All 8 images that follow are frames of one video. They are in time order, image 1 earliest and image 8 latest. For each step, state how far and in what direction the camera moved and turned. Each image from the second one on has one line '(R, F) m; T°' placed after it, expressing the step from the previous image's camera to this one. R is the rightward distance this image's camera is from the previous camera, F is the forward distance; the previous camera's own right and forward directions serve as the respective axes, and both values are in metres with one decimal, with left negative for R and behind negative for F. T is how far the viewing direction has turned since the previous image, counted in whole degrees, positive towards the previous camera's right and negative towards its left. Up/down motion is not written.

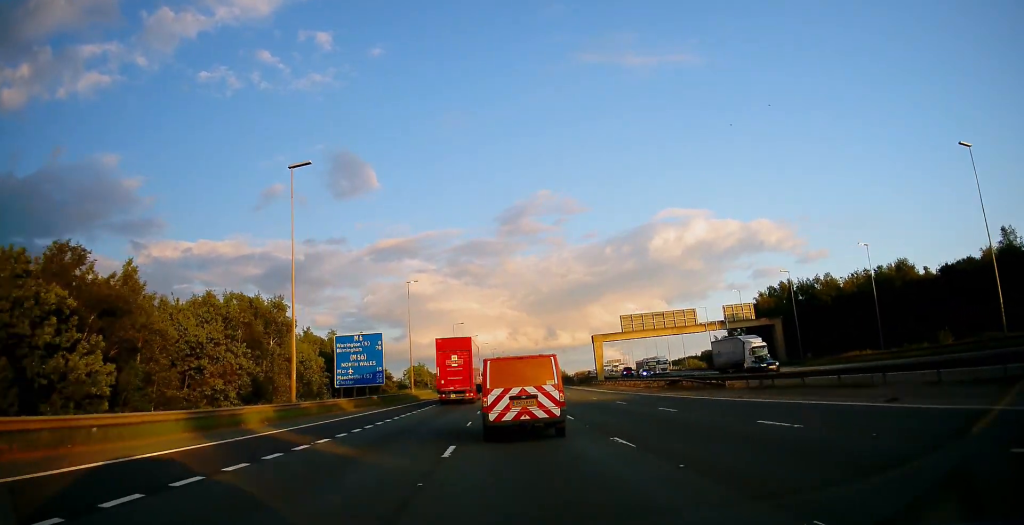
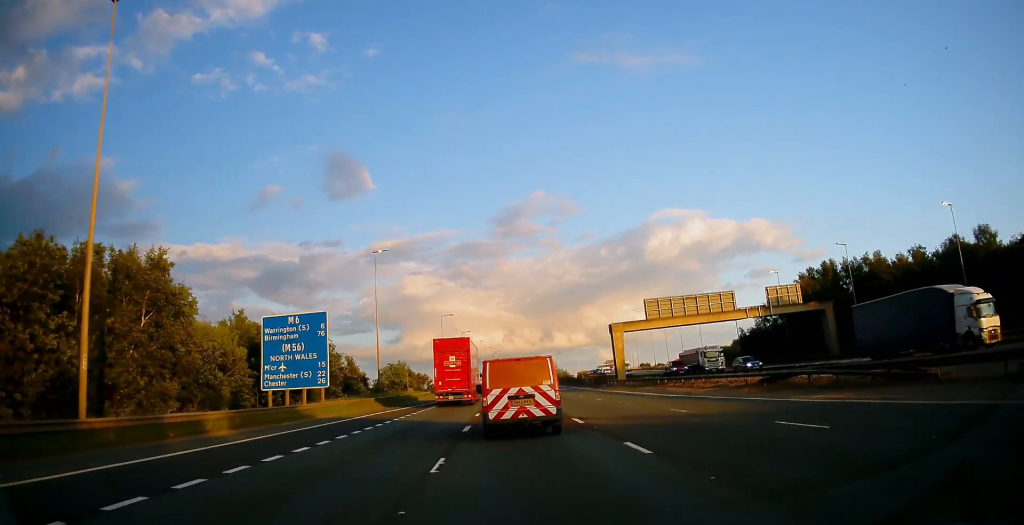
(+0.3, +19.2) m; +1°
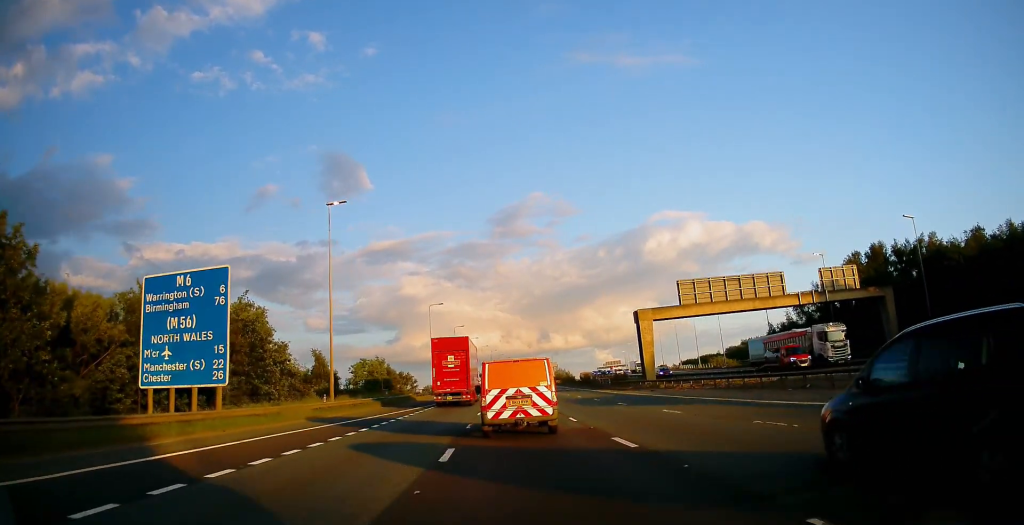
(+0.1, +15.9) m; +1°
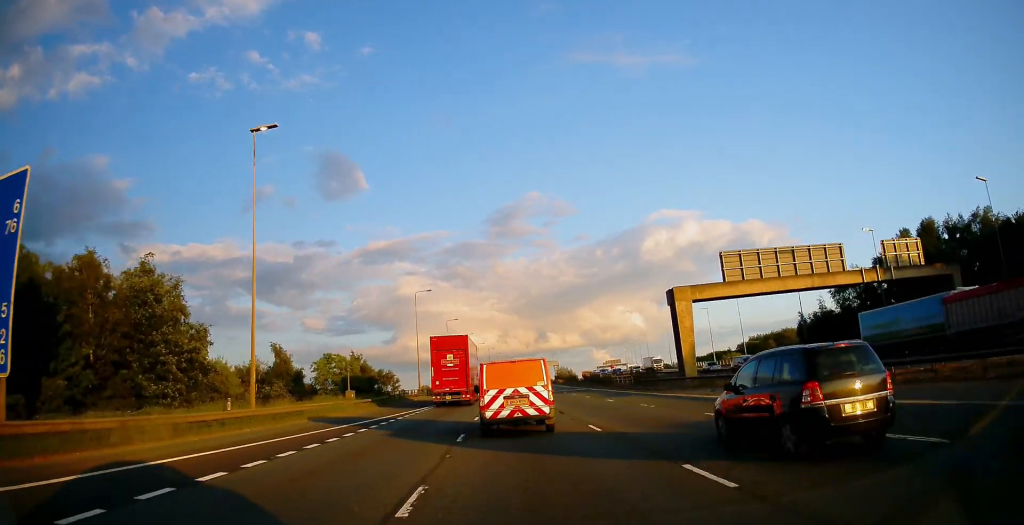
(-0.1, +13.2) m; 0°
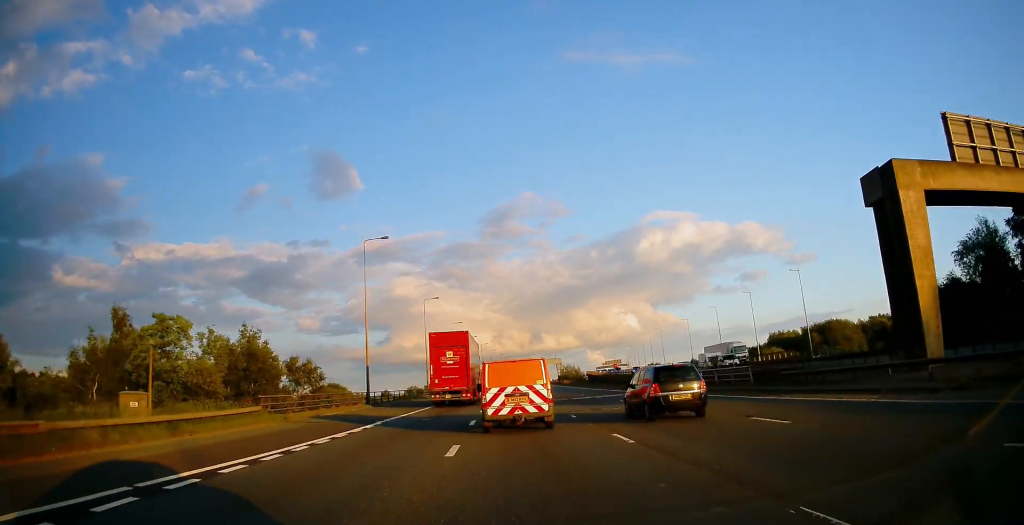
(+0.4, +30.5) m; +1°
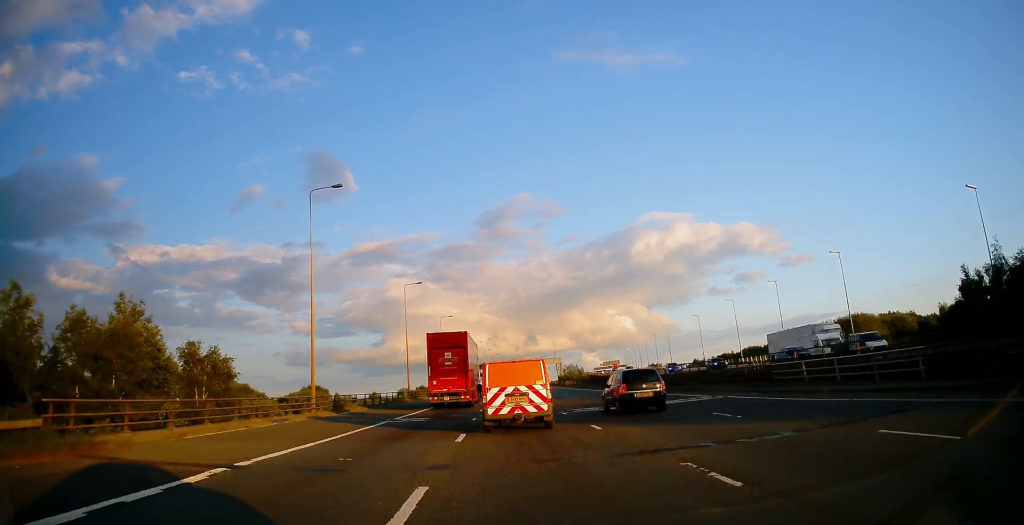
(0.0, +14.3) m; 0°
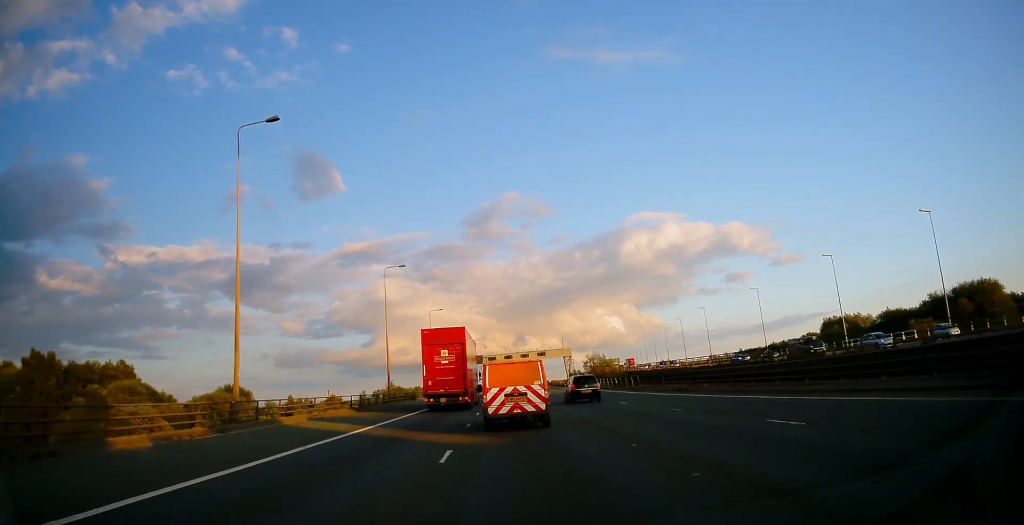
(+1.0, +48.7) m; +1°
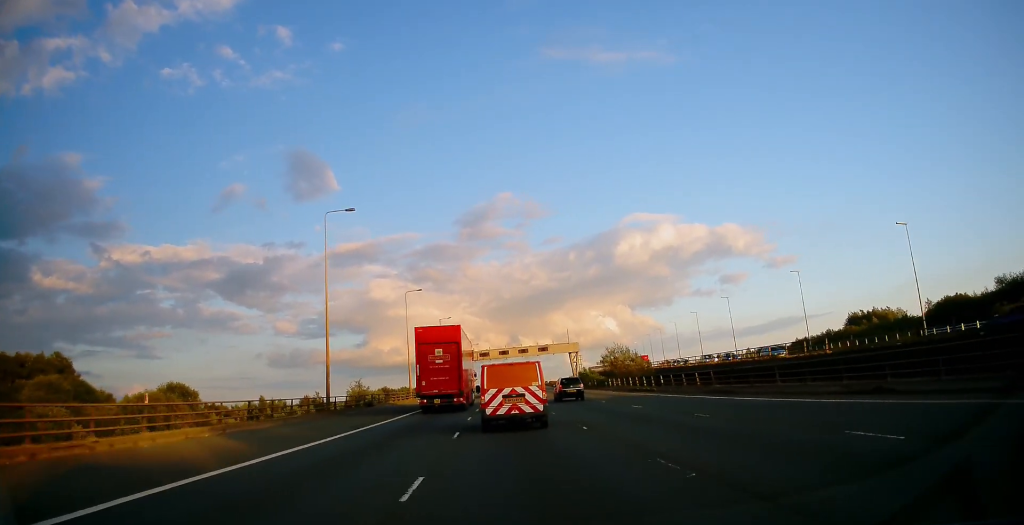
(-0.3, +21.3) m; 0°
